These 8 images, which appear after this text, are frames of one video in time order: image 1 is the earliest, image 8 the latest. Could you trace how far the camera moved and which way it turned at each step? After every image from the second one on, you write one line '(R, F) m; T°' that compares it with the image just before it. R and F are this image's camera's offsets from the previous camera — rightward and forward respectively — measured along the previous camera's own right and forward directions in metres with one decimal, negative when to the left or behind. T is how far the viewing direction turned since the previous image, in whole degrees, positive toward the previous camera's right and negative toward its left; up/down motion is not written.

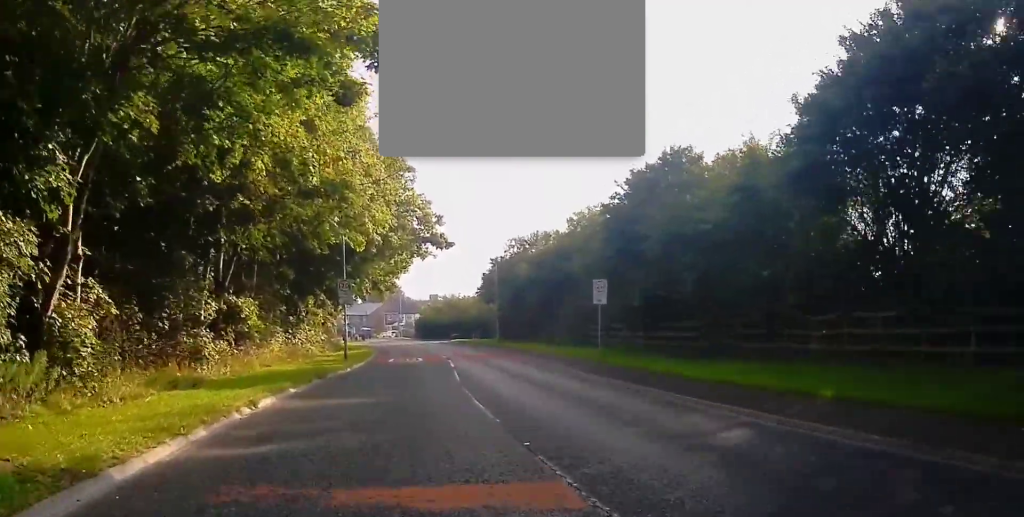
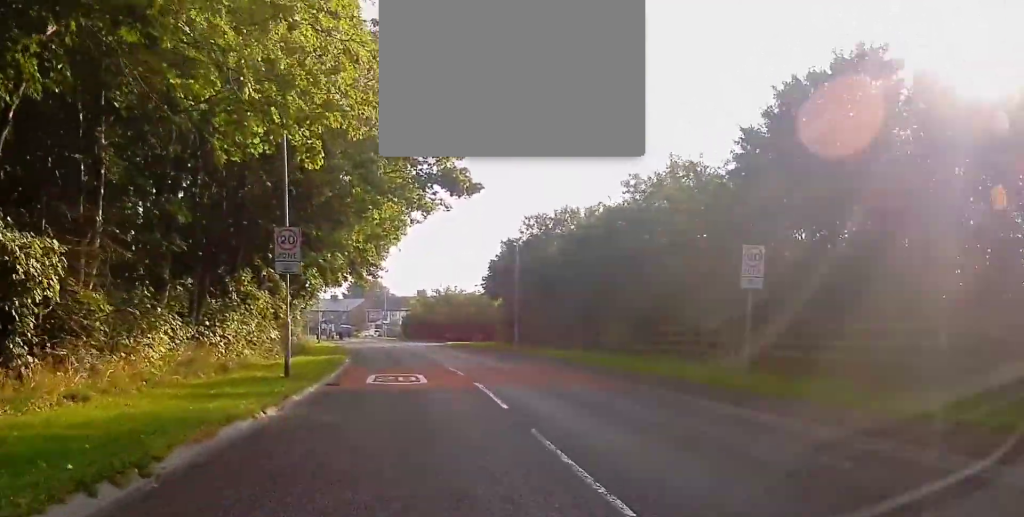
(+0.7, +16.1) m; +1°
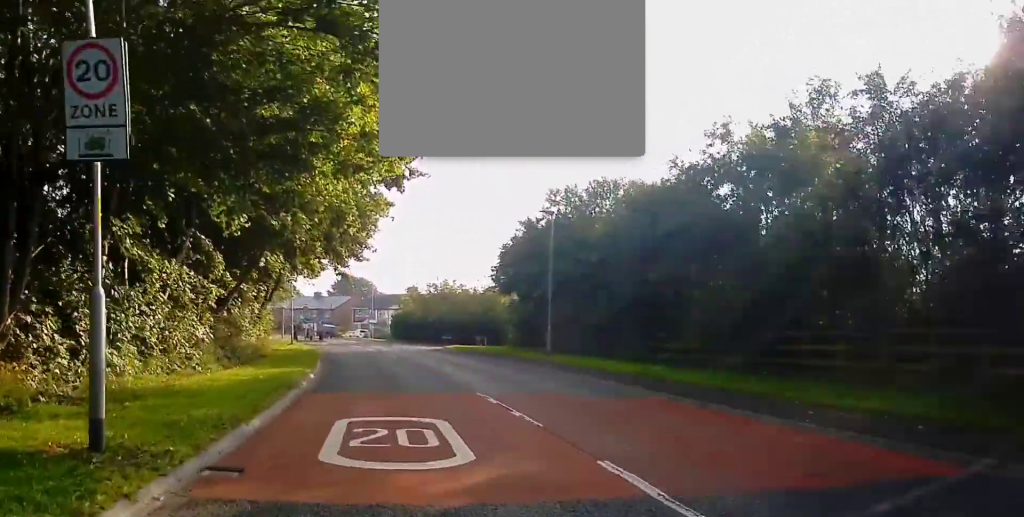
(-0.6, +11.7) m; -1°
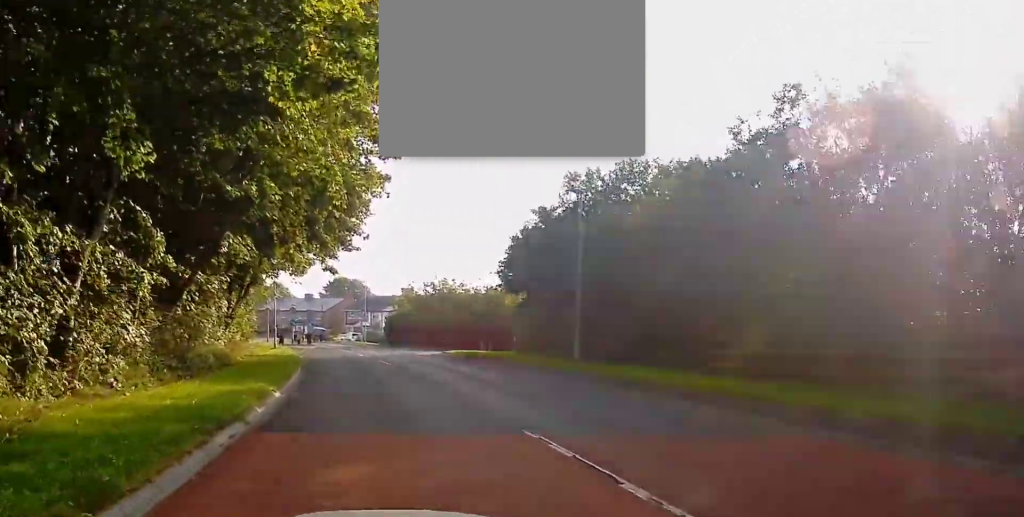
(0.0, +5.8) m; +2°
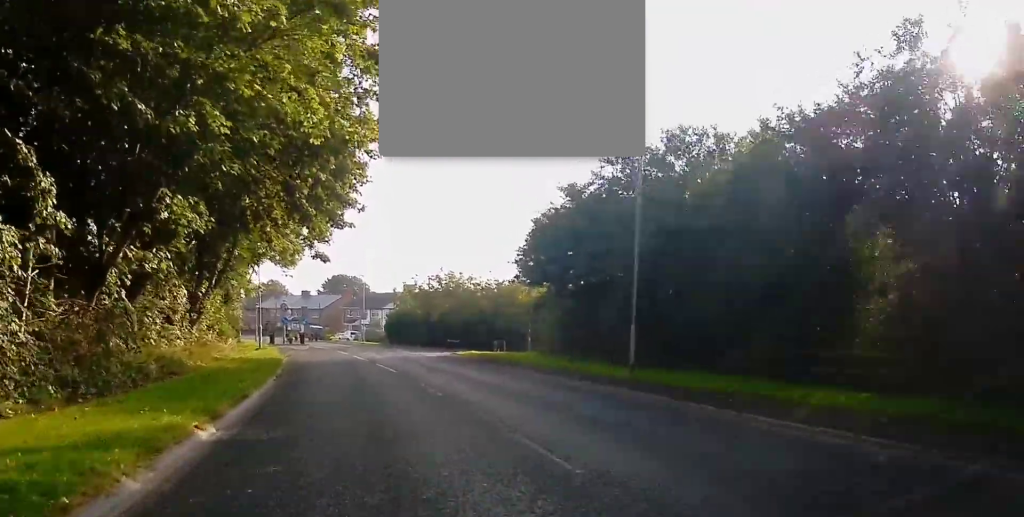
(+0.4, +6.1) m; 0°
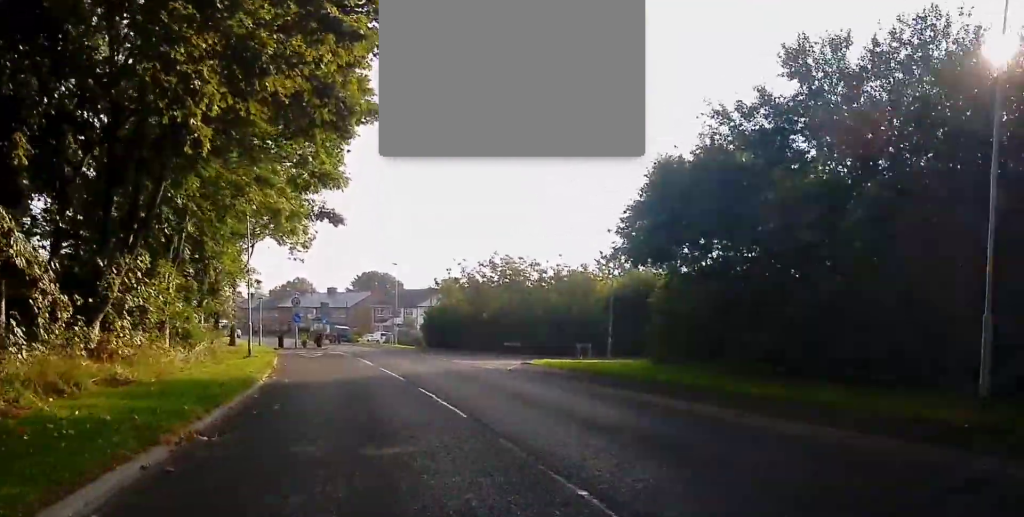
(-0.3, +12.7) m; -1°
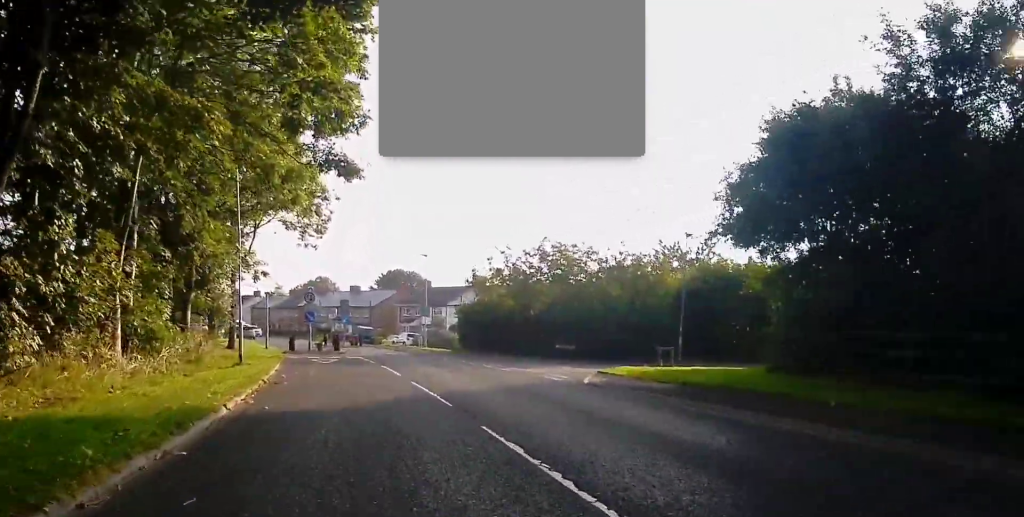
(+0.3, +7.3) m; -2°
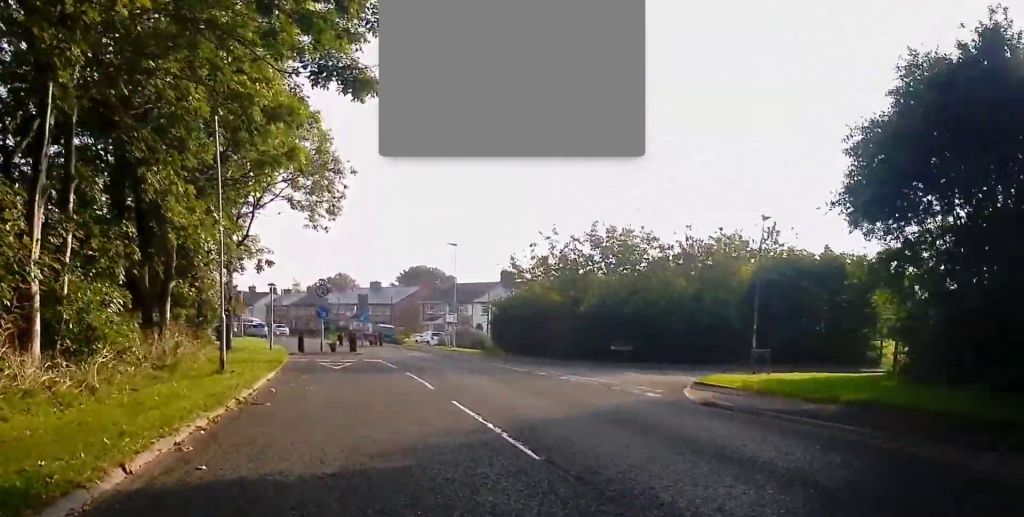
(-0.5, +6.0) m; -5°
